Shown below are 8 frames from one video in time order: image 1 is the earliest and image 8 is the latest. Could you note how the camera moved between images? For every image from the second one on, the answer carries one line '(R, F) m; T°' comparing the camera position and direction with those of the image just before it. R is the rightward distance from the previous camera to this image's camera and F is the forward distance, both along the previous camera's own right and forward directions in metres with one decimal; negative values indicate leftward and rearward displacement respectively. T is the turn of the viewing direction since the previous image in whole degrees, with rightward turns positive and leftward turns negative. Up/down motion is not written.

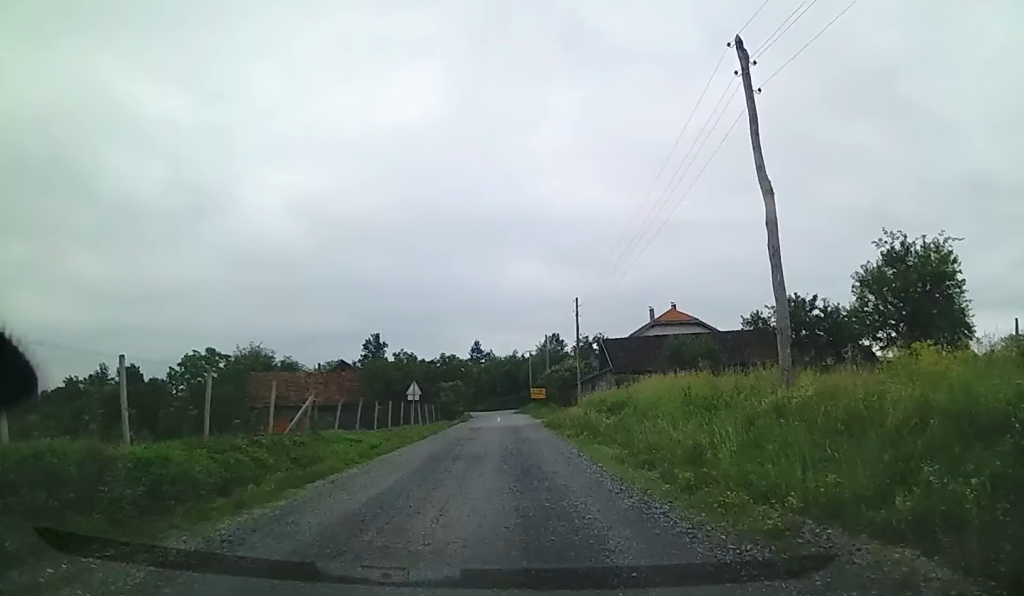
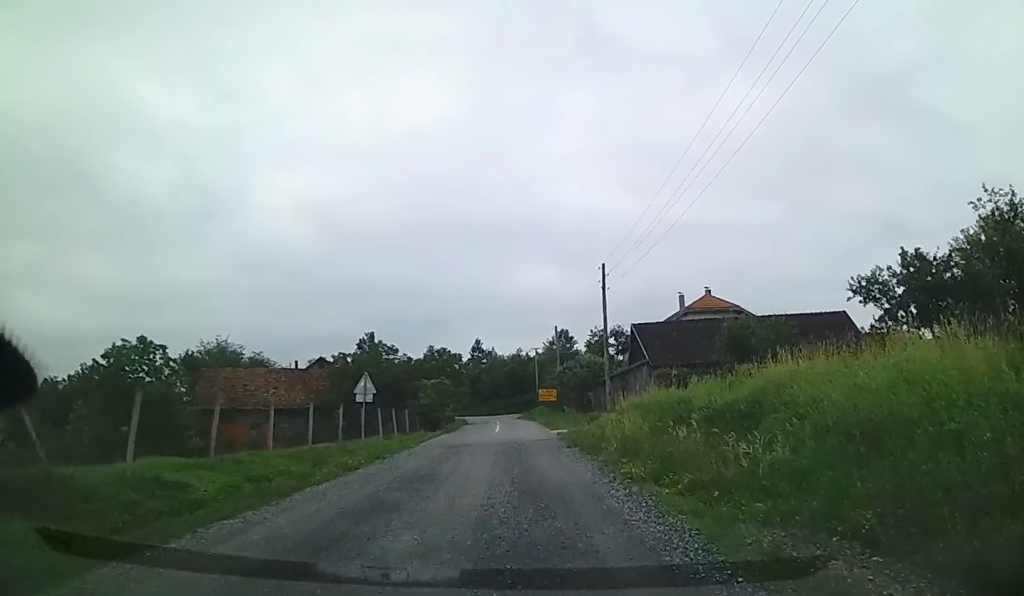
(+0.2, +13.0) m; -1°
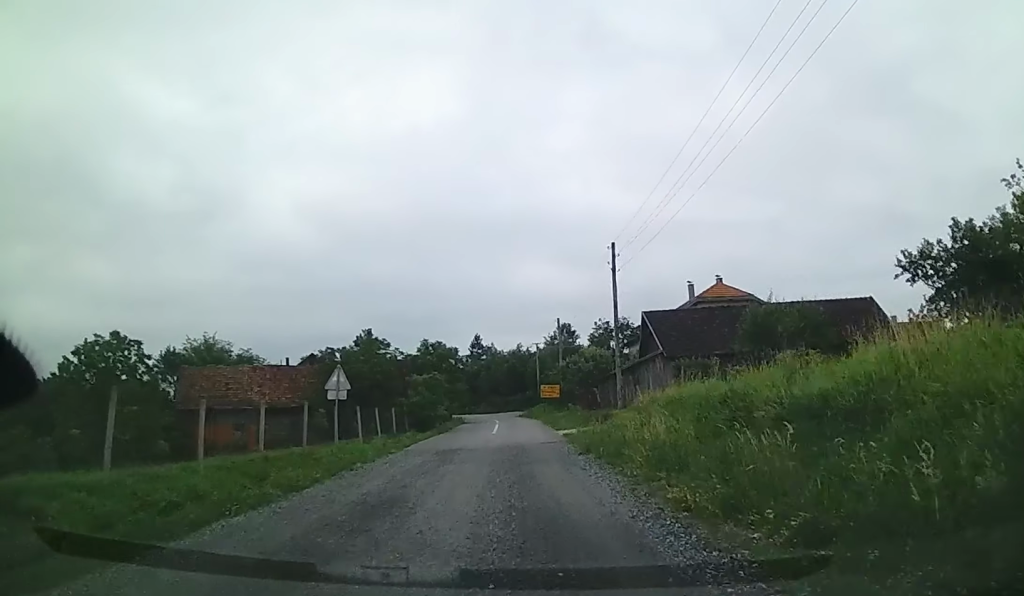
(-0.1, +3.8) m; 0°
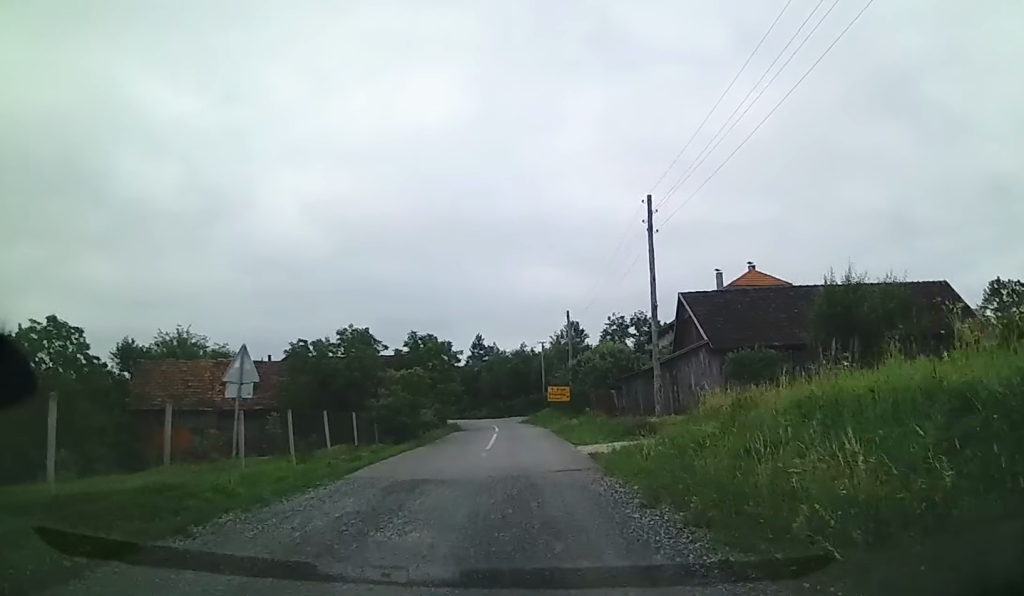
(0.0, +7.8) m; 0°
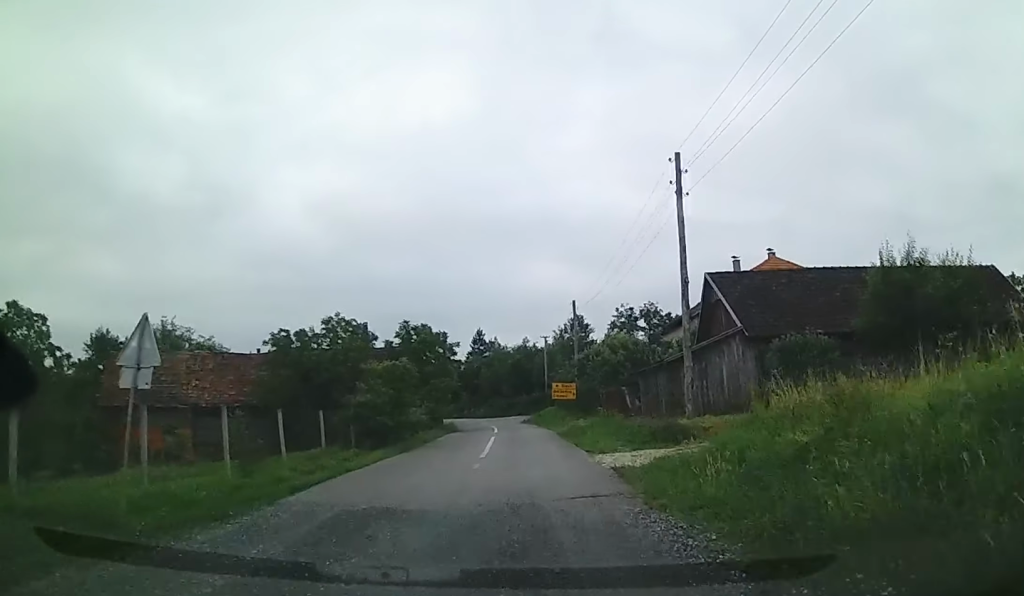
(+0.1, +4.0) m; 0°
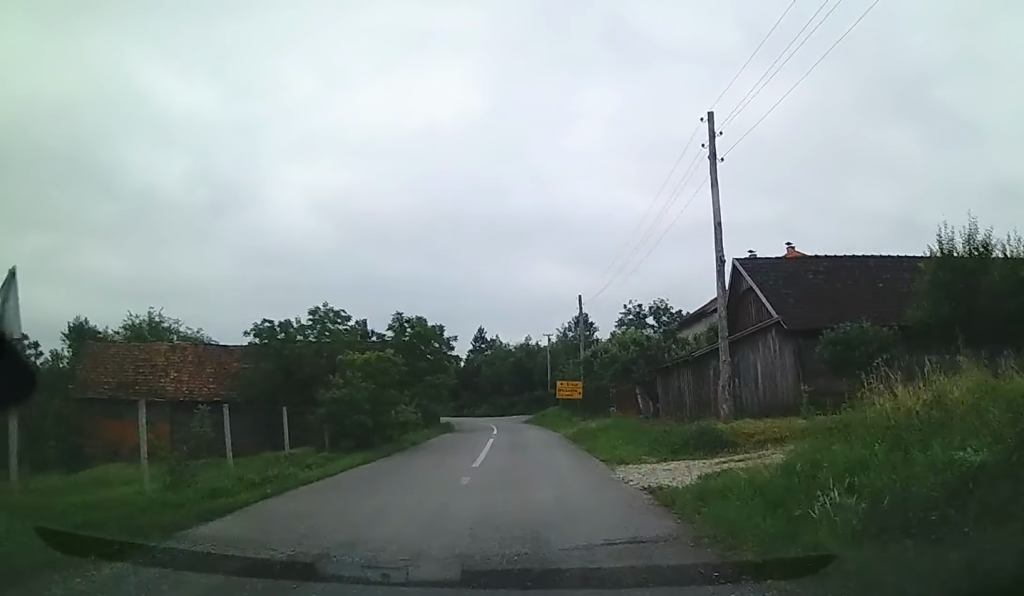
(-0.1, +3.2) m; 0°
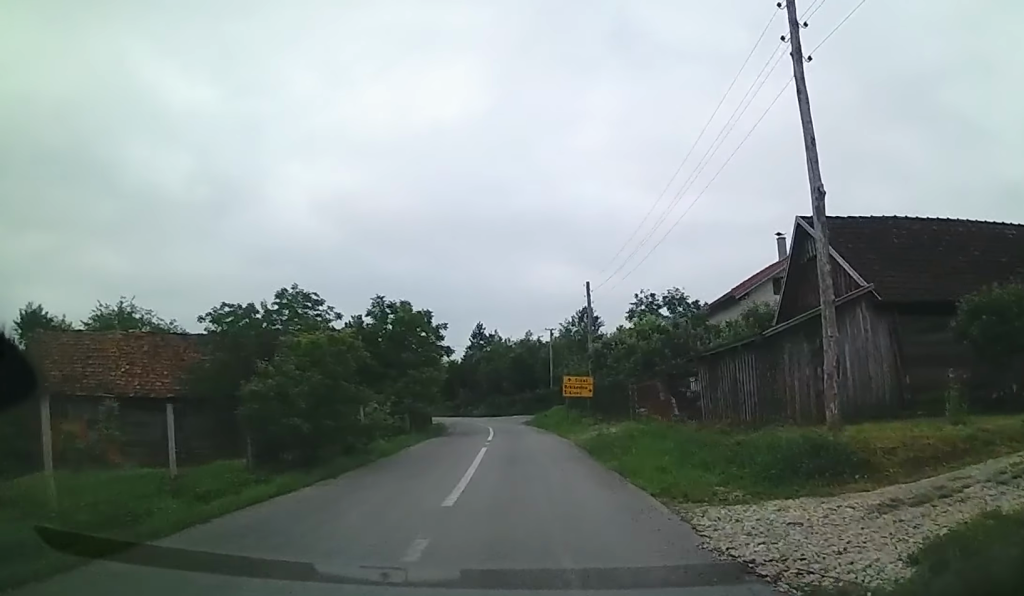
(-0.1, +5.6) m; 0°
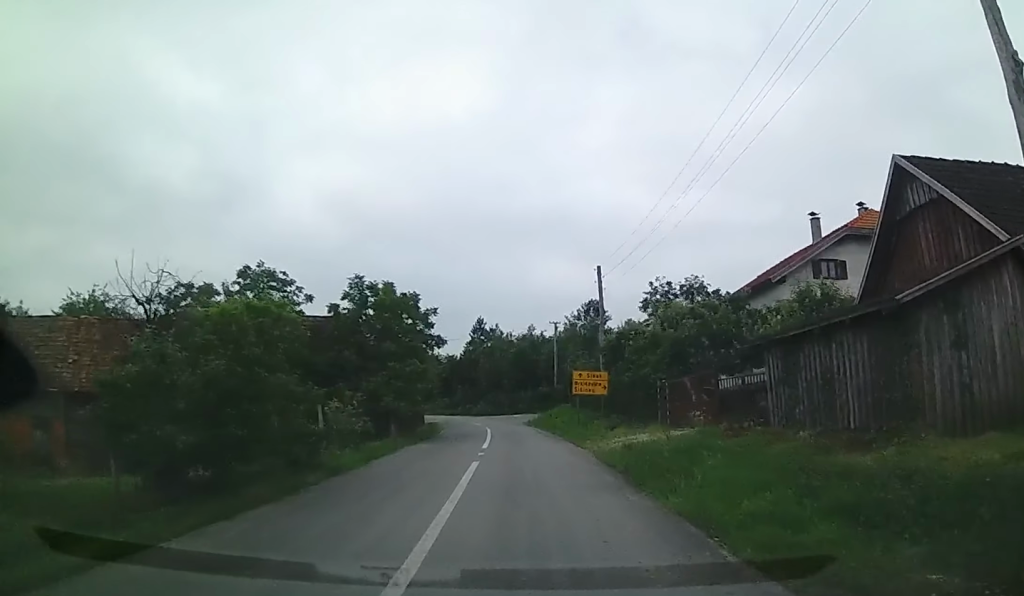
(+0.2, +5.1) m; 0°
